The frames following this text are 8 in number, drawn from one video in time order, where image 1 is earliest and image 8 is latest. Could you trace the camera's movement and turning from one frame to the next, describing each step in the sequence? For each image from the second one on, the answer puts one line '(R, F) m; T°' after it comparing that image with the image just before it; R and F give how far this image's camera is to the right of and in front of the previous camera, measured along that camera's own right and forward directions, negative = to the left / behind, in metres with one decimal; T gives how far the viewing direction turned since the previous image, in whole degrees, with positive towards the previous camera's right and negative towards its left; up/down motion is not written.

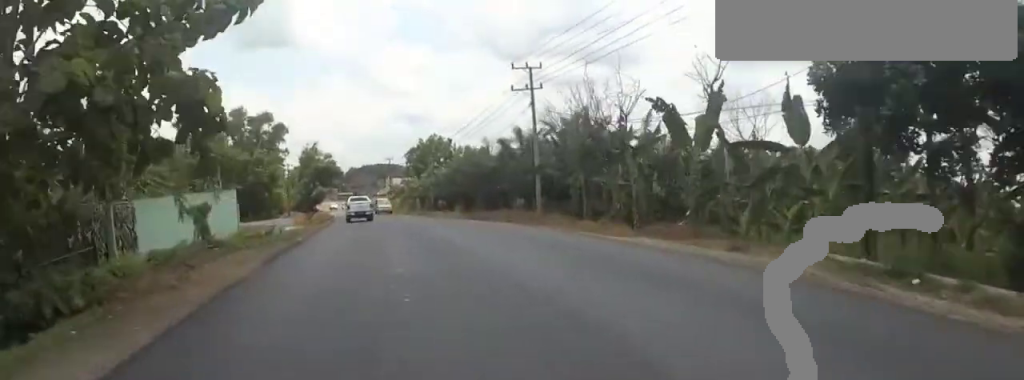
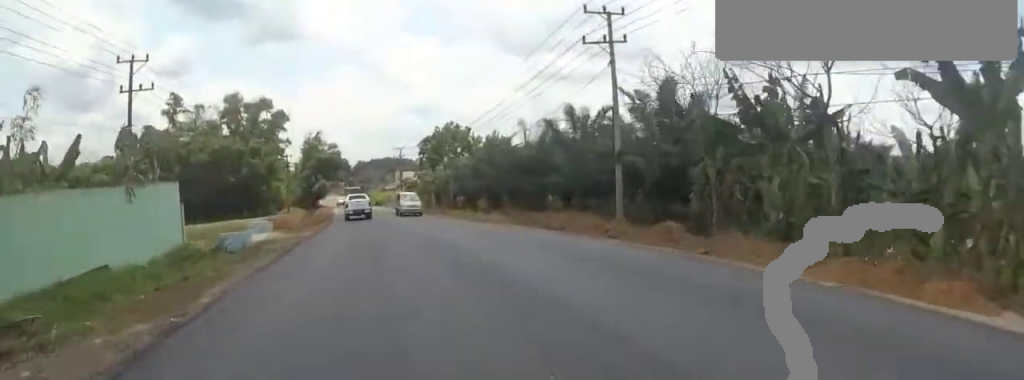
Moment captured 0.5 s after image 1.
(0.0, +9.2) m; 0°
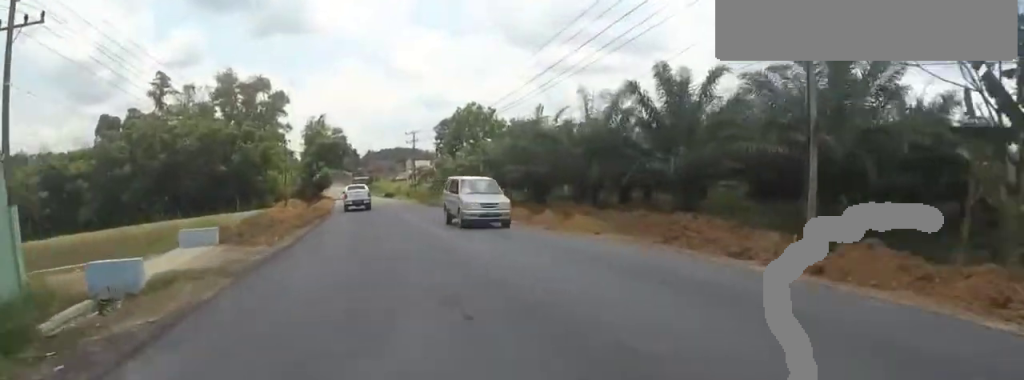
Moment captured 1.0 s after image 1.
(0.0, +10.0) m; 0°
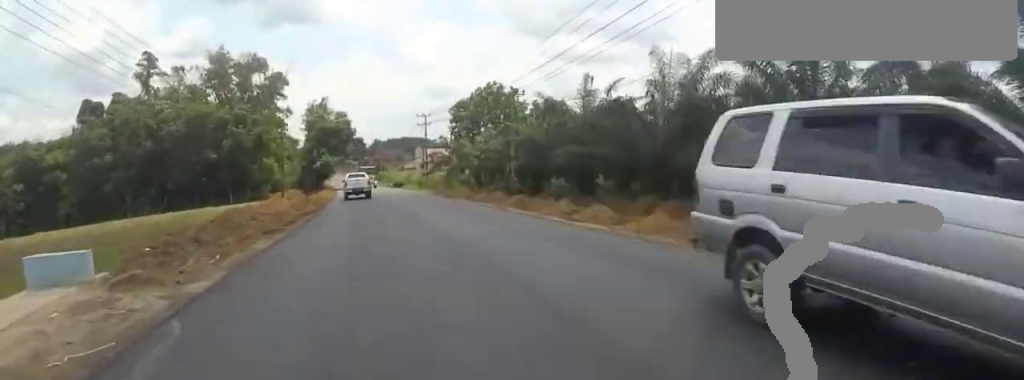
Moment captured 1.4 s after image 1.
(0.0, +7.5) m; 0°
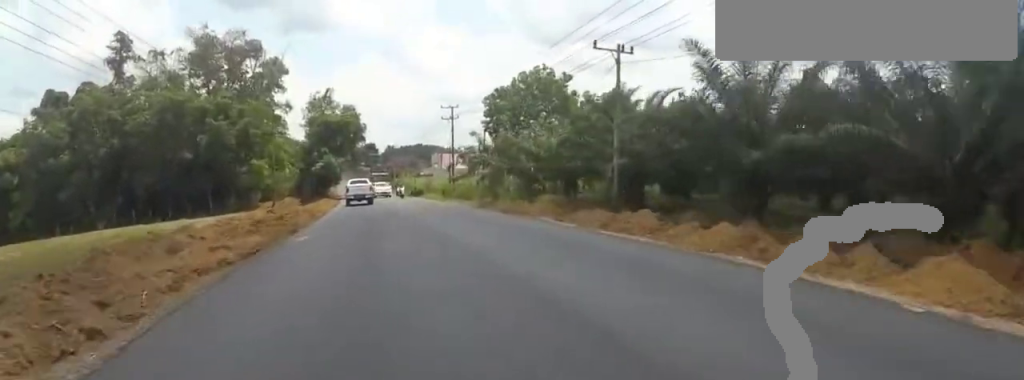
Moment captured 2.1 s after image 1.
(+0.1, +13.5) m; -3°
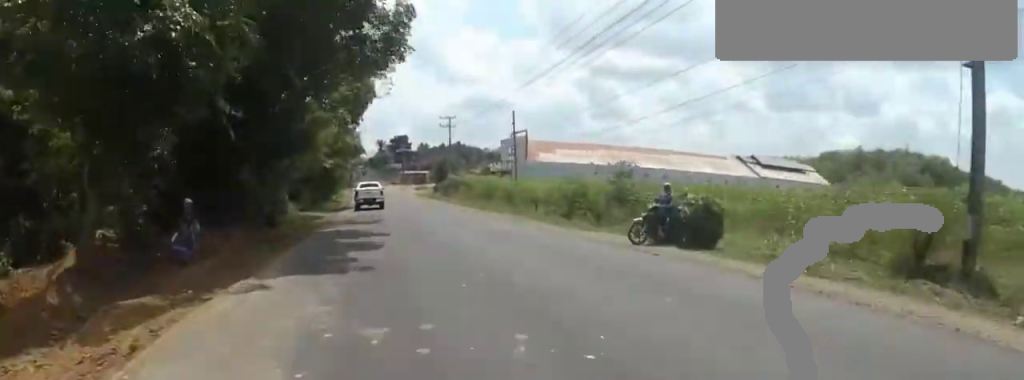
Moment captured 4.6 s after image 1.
(-1.0, +47.5) m; -3°
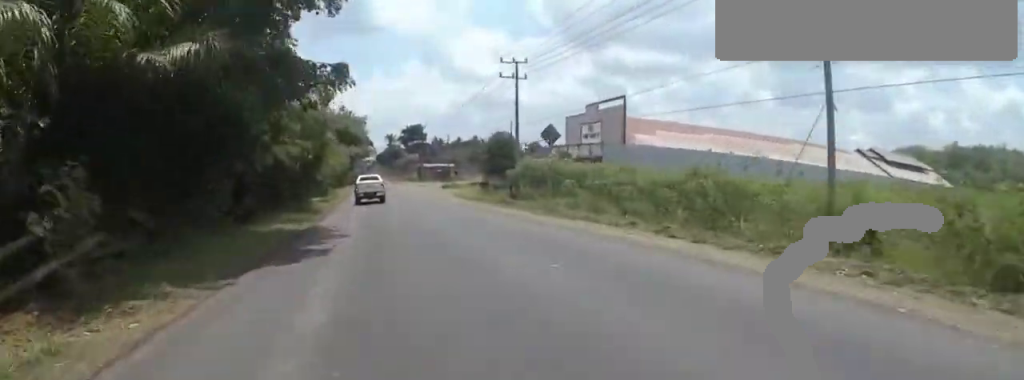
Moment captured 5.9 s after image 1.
(-1.5, +25.7) m; -3°
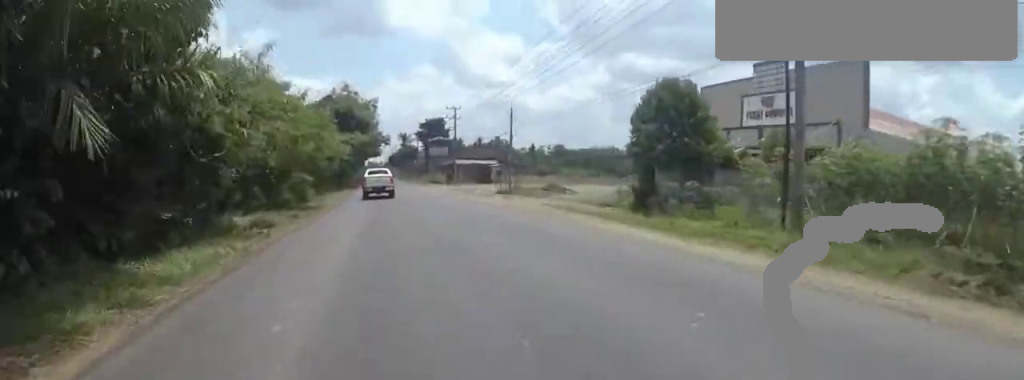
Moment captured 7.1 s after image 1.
(+0.1, +23.6) m; 0°
